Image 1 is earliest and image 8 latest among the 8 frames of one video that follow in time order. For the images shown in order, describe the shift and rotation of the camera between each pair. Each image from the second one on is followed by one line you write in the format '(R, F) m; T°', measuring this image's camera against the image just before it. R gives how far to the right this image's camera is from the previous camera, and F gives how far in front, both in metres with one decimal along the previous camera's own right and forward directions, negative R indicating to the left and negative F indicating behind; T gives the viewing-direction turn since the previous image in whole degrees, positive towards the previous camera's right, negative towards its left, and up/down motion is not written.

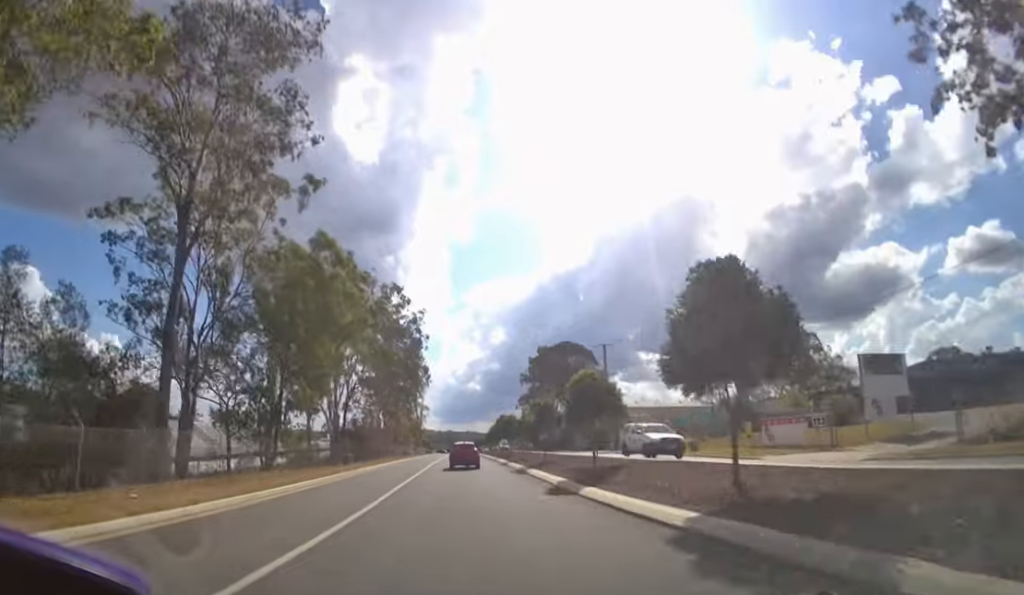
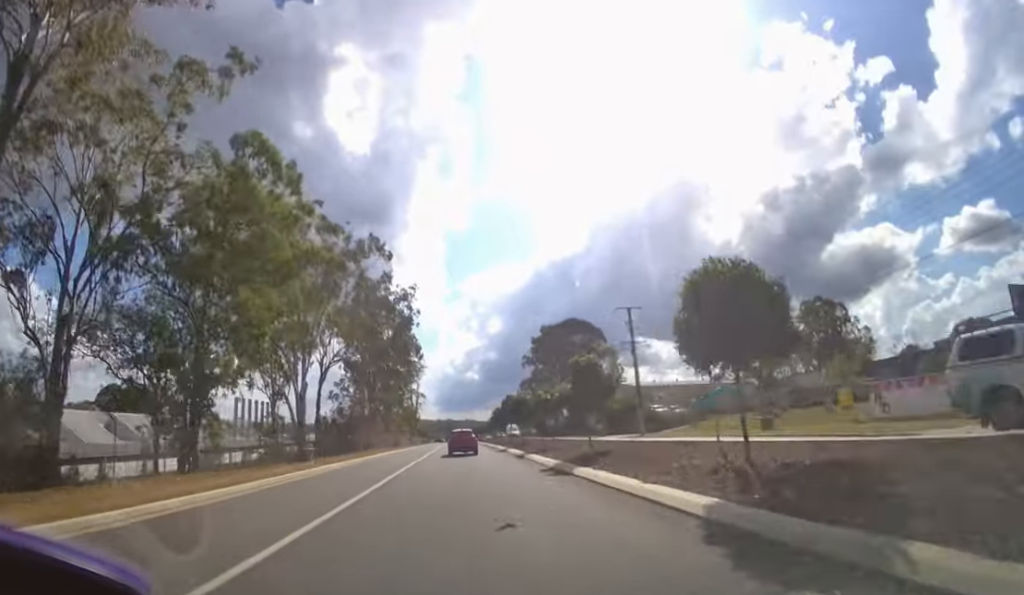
(0.0, +11.9) m; 0°
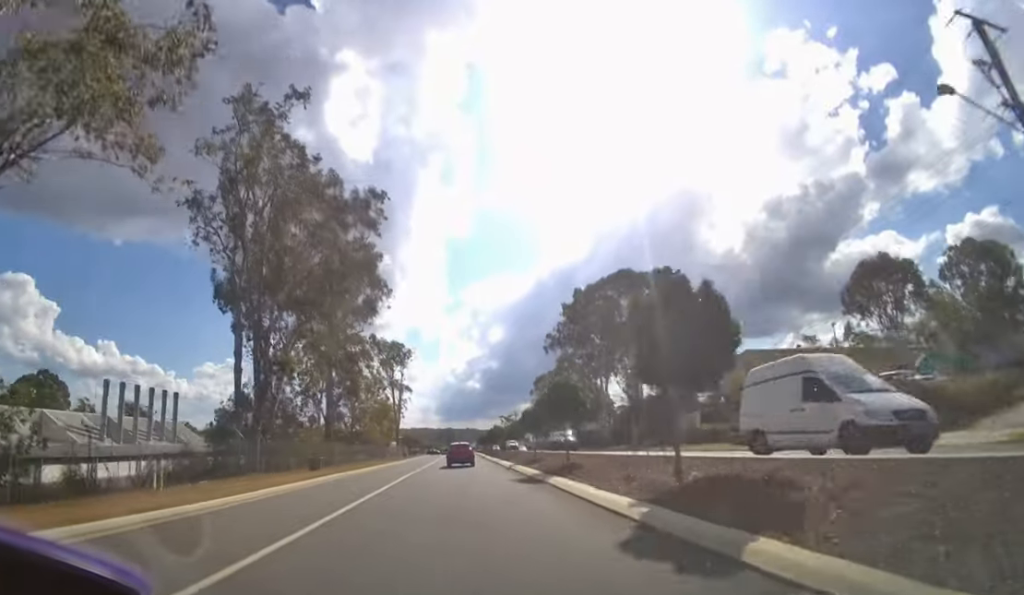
(0.0, +39.5) m; 0°
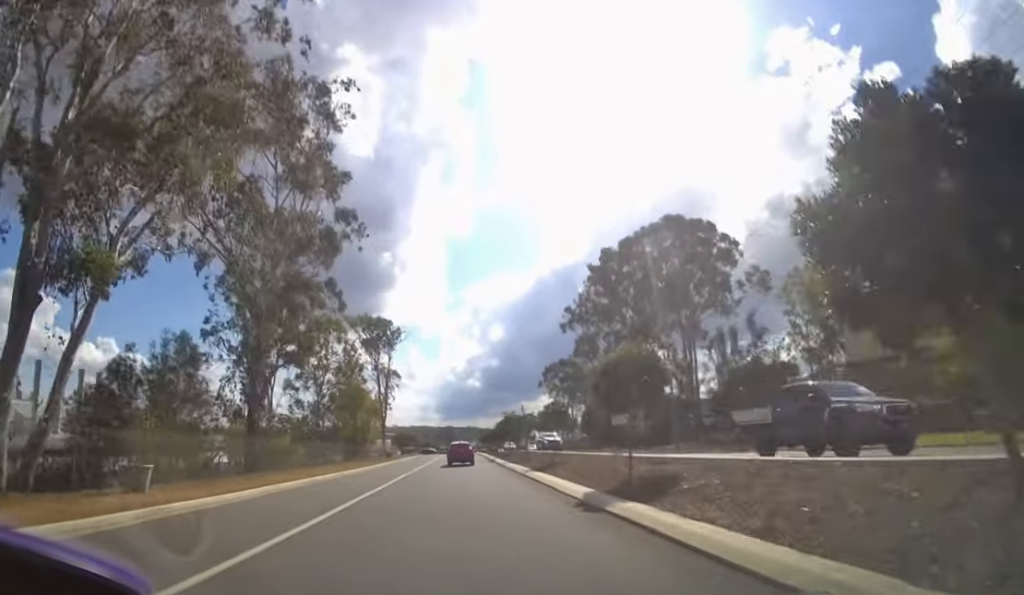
(+0.1, +18.1) m; 0°
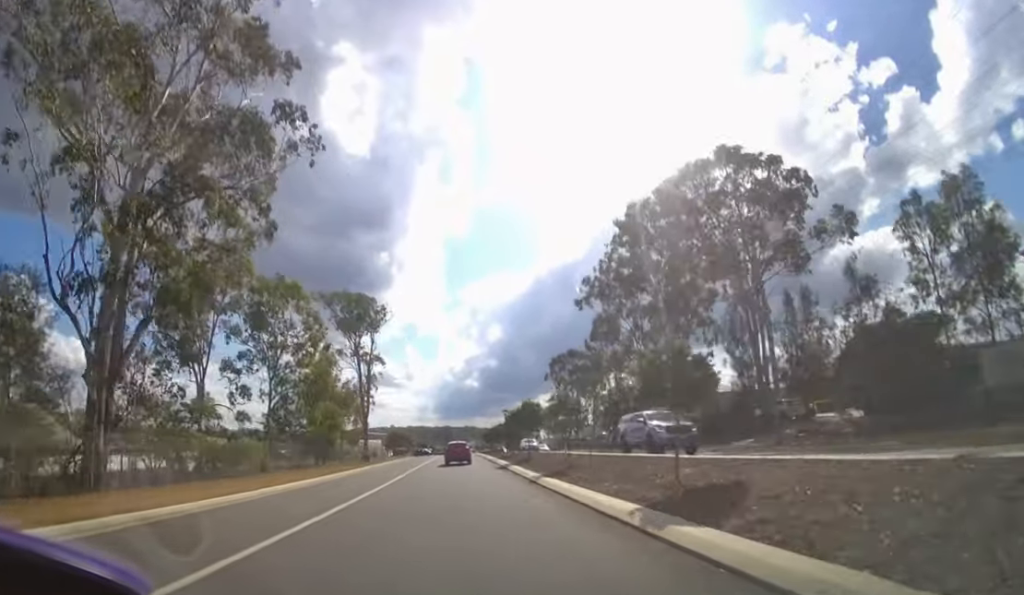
(0.0, +13.2) m; 0°
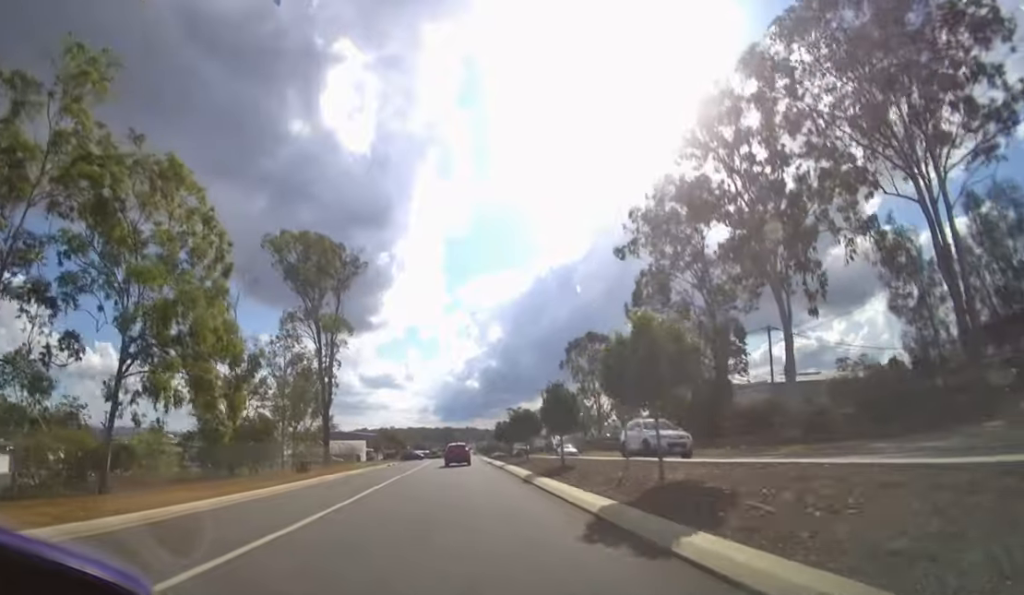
(0.0, +17.6) m; 0°
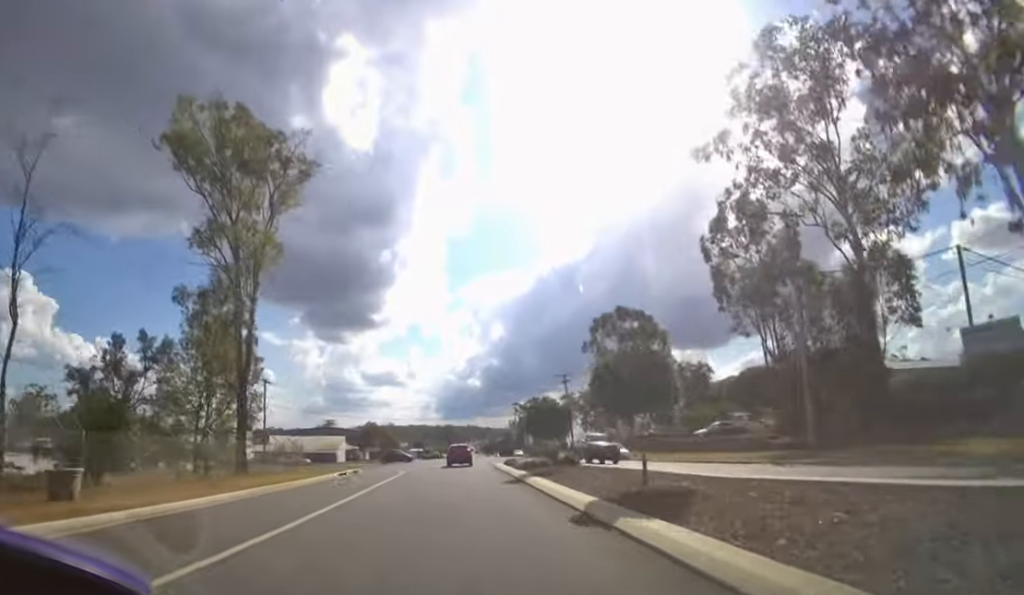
(0.0, +16.6) m; 0°
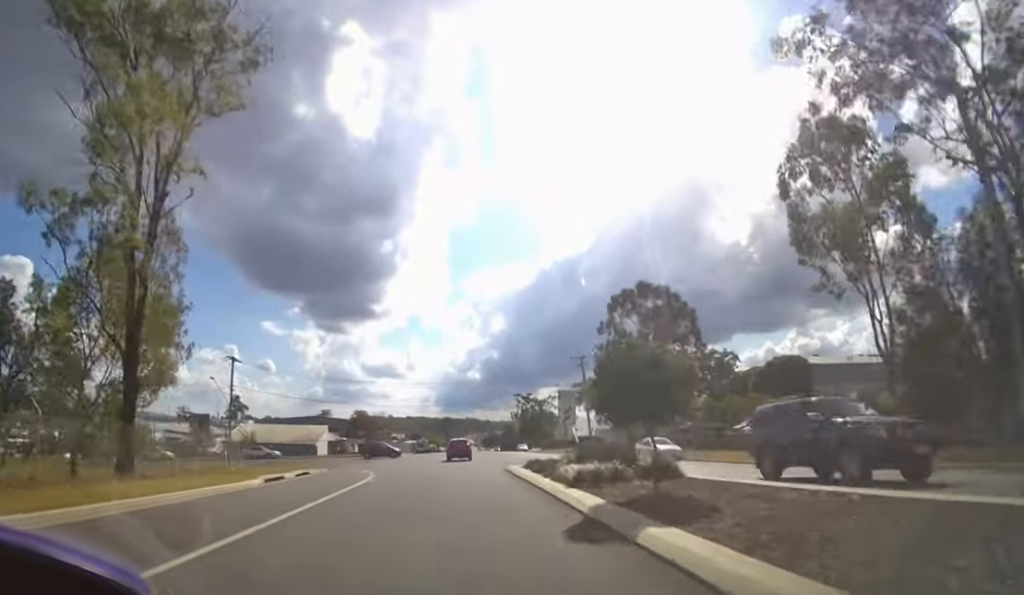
(0.0, +9.0) m; 0°
